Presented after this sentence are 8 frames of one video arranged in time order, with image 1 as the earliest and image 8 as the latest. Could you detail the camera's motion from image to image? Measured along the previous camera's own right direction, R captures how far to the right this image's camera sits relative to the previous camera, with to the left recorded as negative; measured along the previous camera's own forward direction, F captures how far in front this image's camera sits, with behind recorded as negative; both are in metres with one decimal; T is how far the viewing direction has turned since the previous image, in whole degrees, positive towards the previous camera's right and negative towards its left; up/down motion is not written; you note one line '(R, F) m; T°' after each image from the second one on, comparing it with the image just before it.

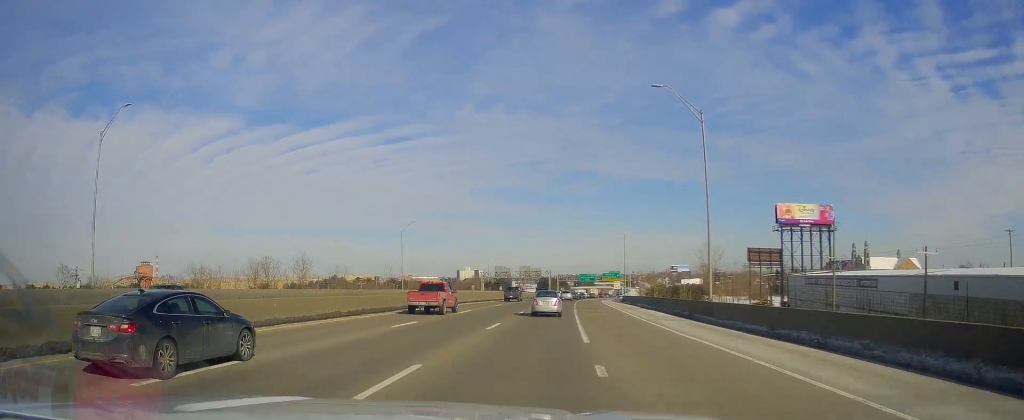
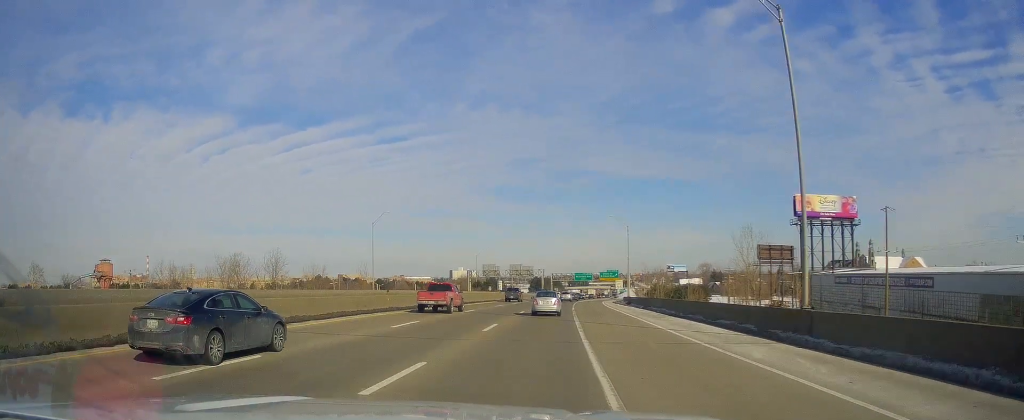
(0.0, +14.2) m; 0°
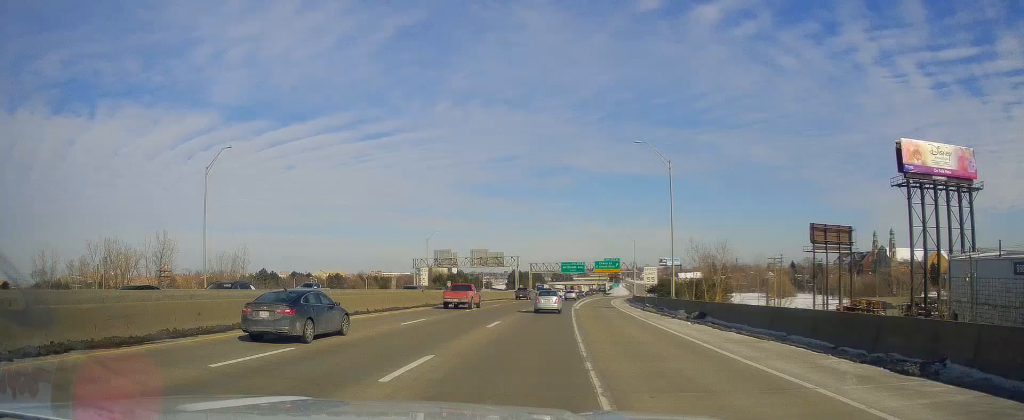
(+0.5, +45.2) m; +2°
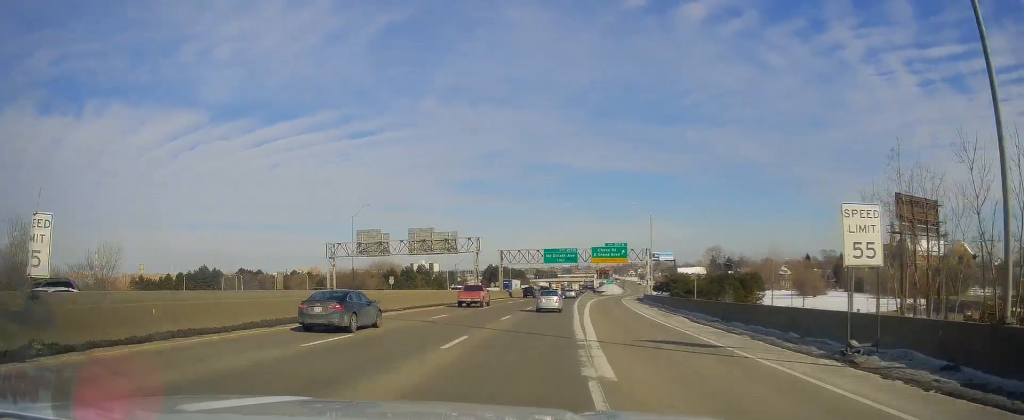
(+0.5, +38.8) m; +1°
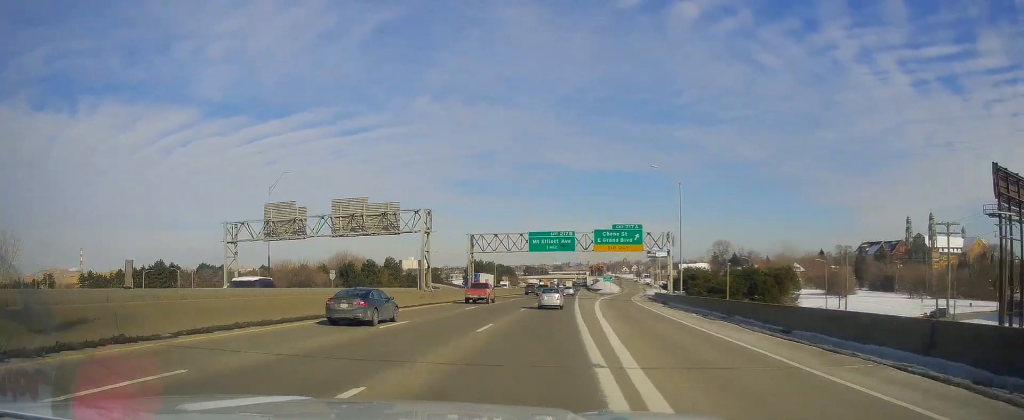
(0.0, +25.0) m; +1°
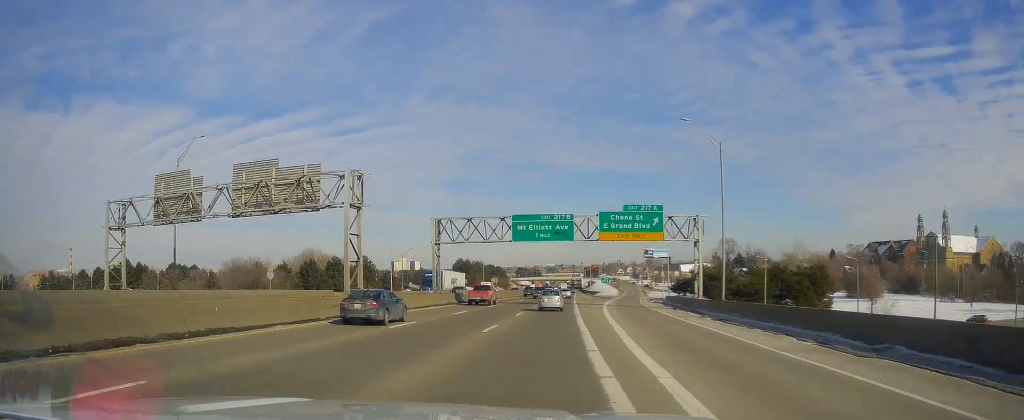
(-0.3, +17.1) m; +1°
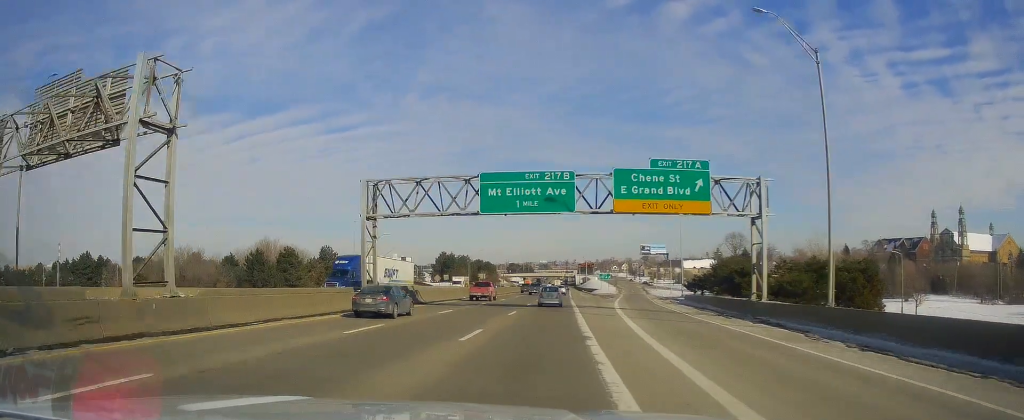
(+0.7, +18.1) m; +1°
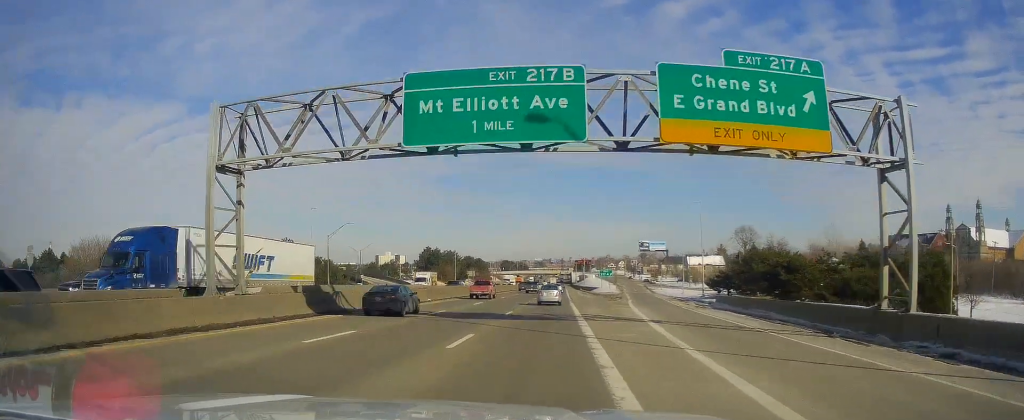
(+0.2, +16.3) m; 0°
